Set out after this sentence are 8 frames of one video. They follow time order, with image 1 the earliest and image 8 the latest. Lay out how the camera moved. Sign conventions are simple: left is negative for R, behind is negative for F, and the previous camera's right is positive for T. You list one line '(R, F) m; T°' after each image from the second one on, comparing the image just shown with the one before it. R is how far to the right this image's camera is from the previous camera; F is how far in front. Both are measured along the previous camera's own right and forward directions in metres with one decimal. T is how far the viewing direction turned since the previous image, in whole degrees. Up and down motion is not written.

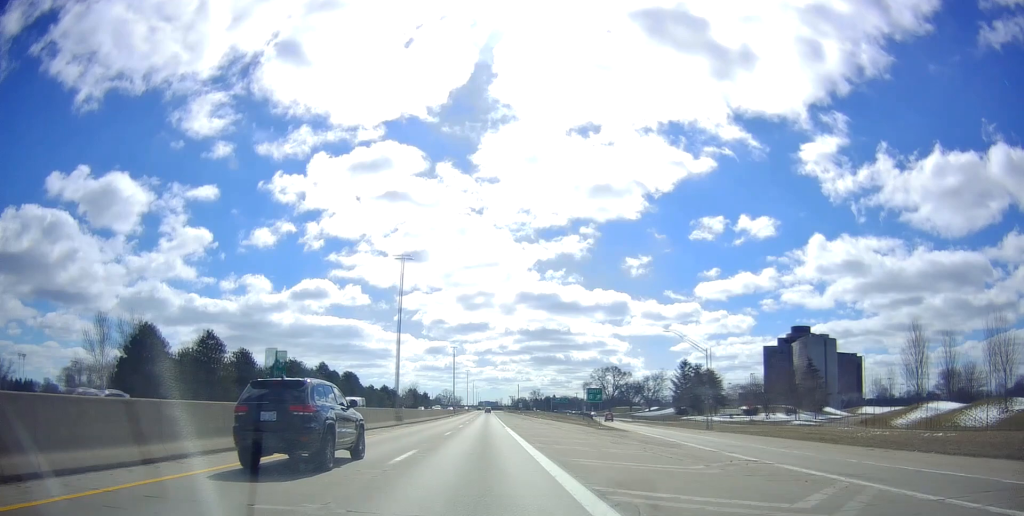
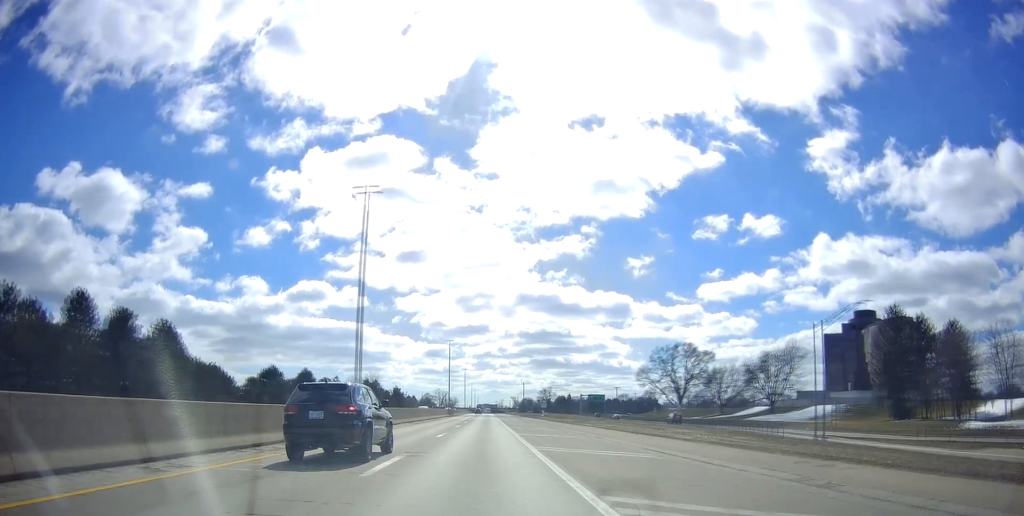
(-1.9, +94.5) m; -5°
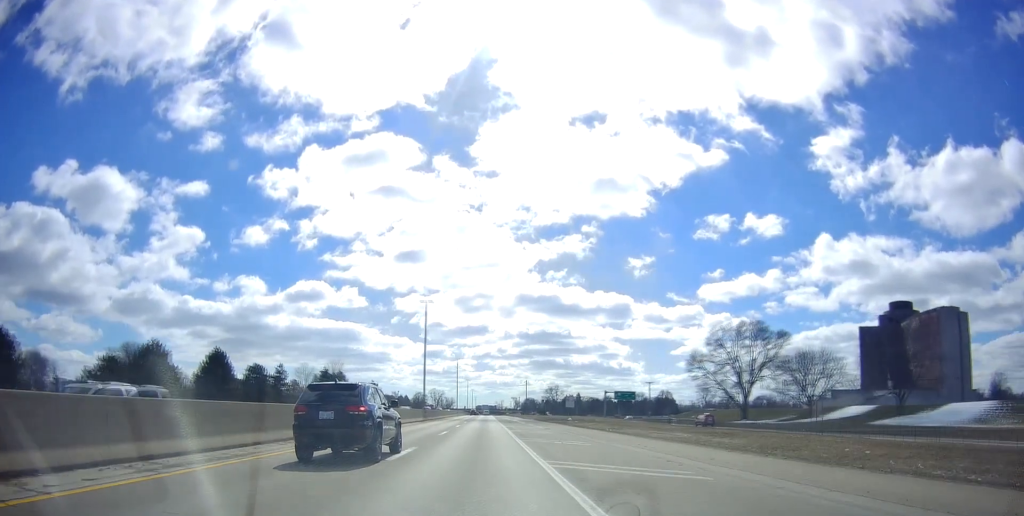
(-1.4, +43.5) m; +1°
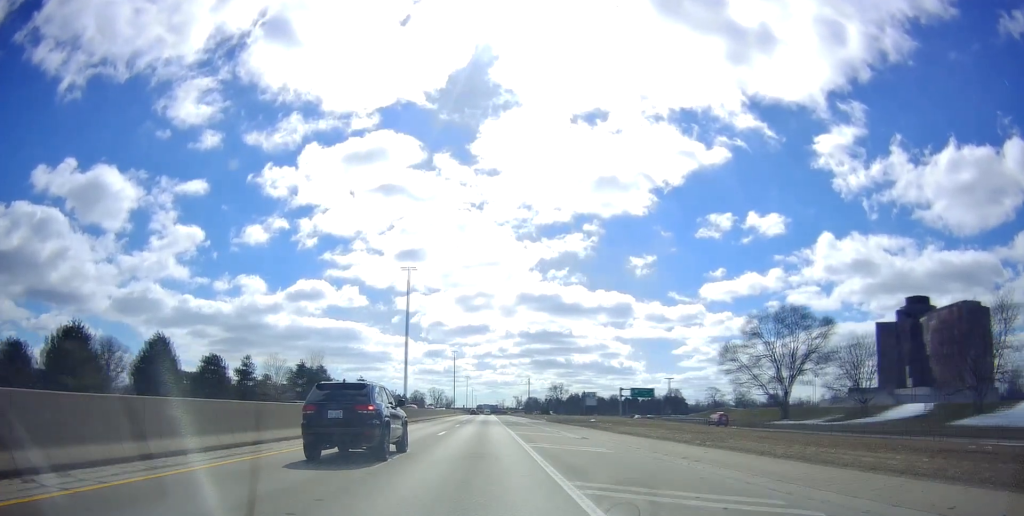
(+0.2, +17.4) m; +2°
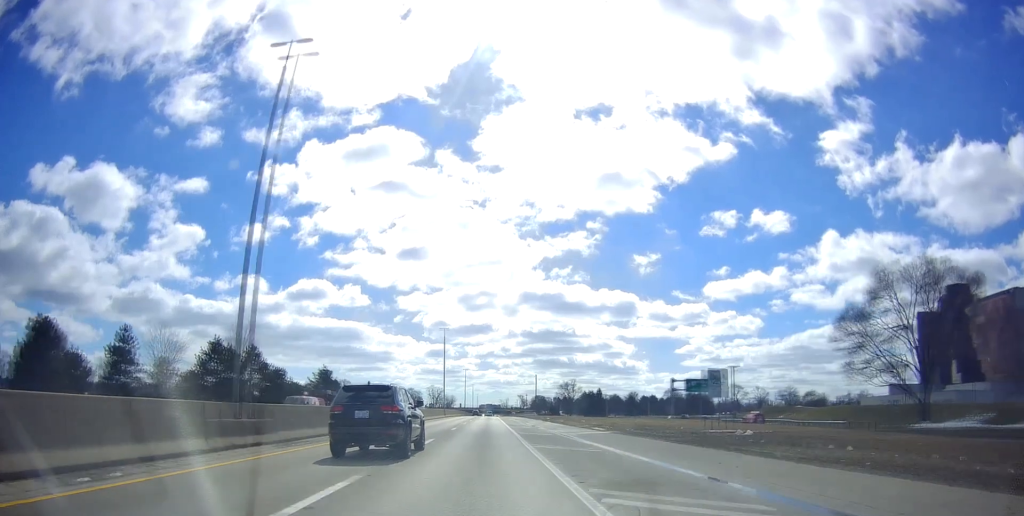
(+0.8, +38.5) m; +1°
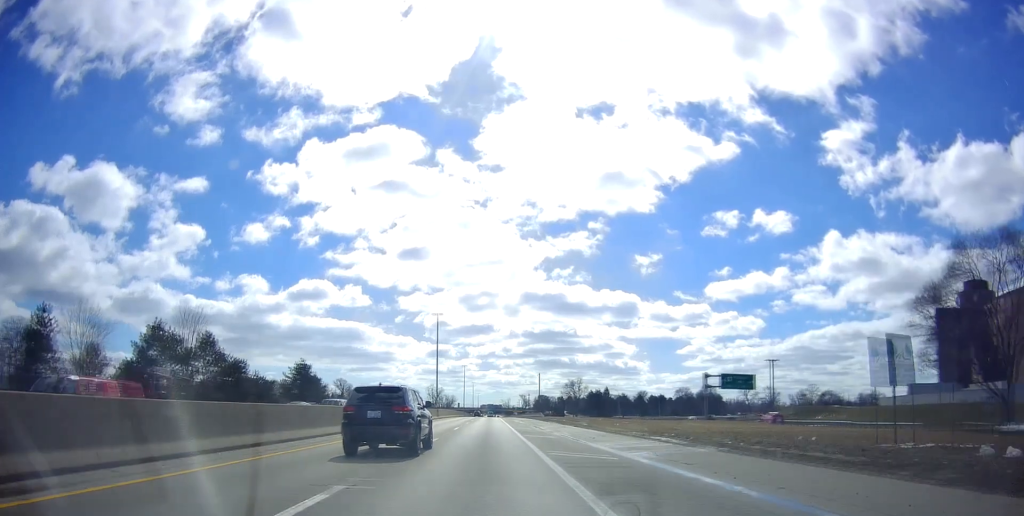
(-0.6, +15.9) m; 0°
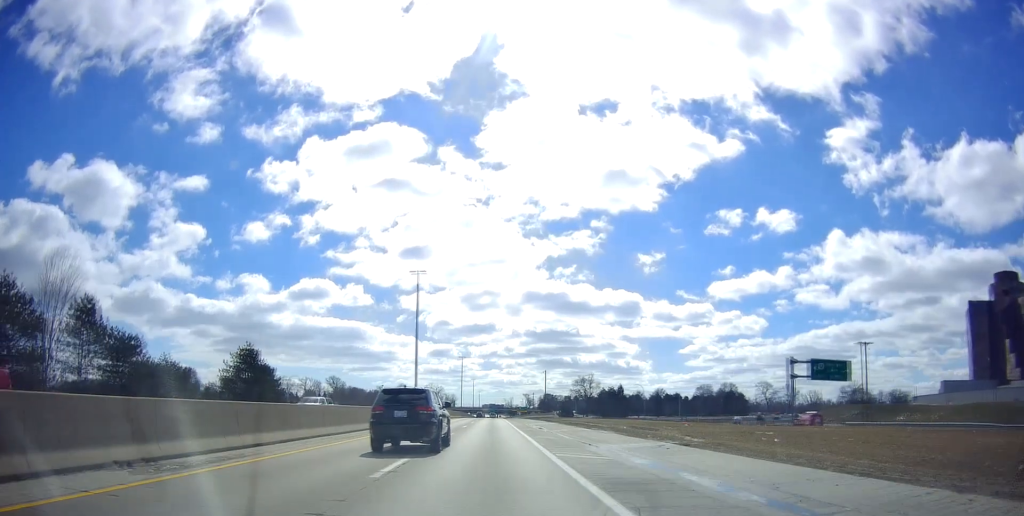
(+0.7, +25.8) m; +1°
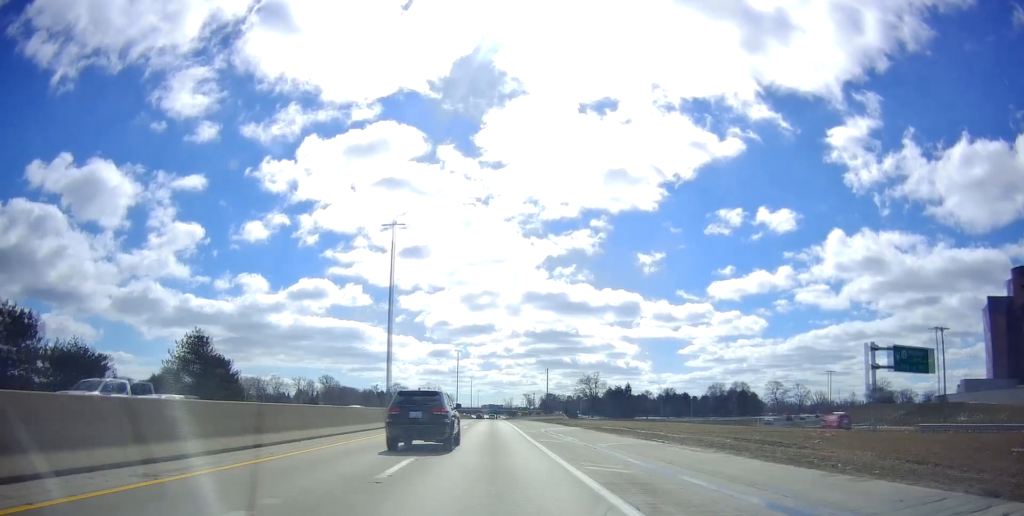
(+0.1, +15.3) m; 0°
